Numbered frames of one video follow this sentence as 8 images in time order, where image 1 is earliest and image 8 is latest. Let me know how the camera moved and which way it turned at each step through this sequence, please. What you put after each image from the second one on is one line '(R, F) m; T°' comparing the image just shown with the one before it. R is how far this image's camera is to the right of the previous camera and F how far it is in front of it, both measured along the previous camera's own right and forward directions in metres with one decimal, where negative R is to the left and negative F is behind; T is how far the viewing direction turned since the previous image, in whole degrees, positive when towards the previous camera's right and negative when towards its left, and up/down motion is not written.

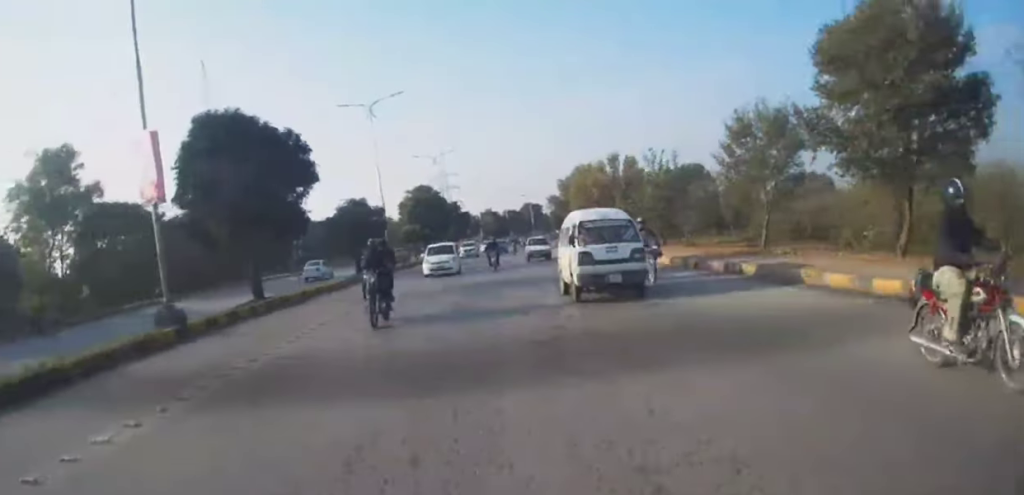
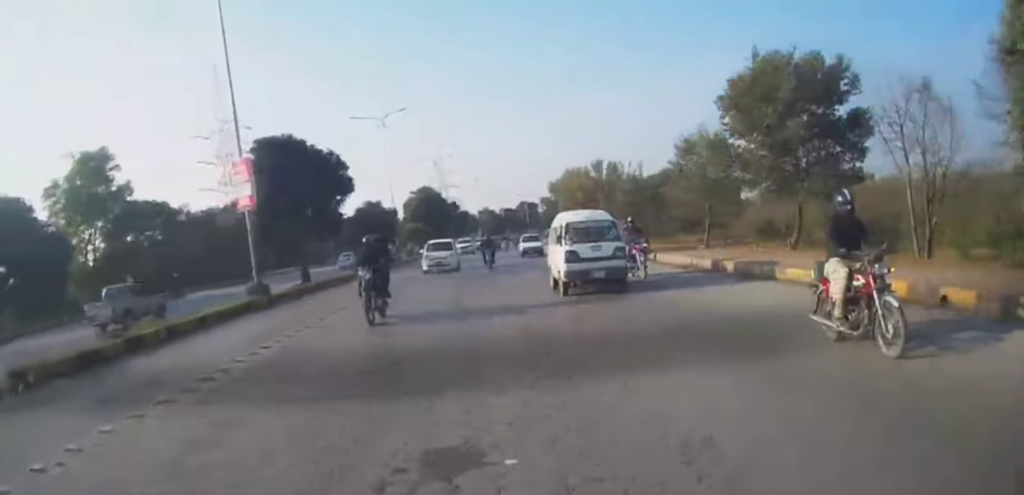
(0.0, +7.1) m; 0°
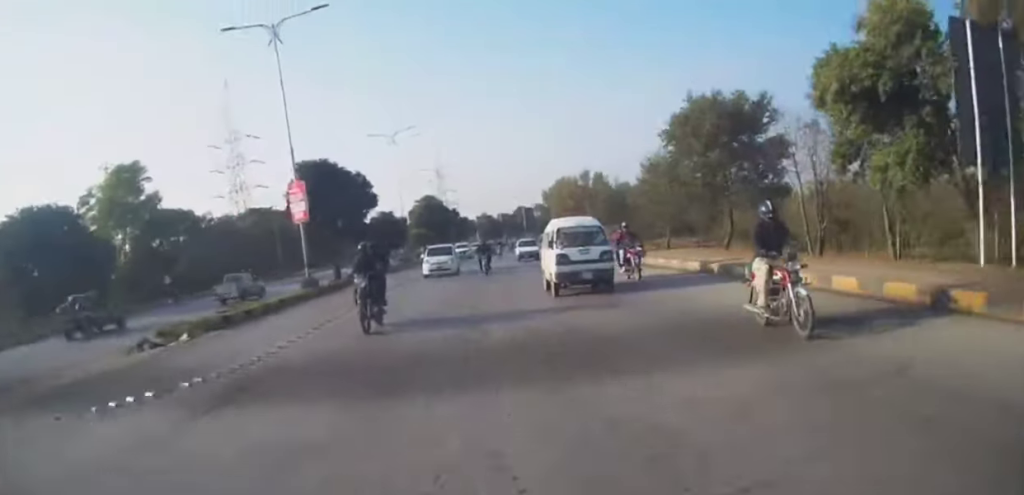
(-0.1, +7.0) m; 0°
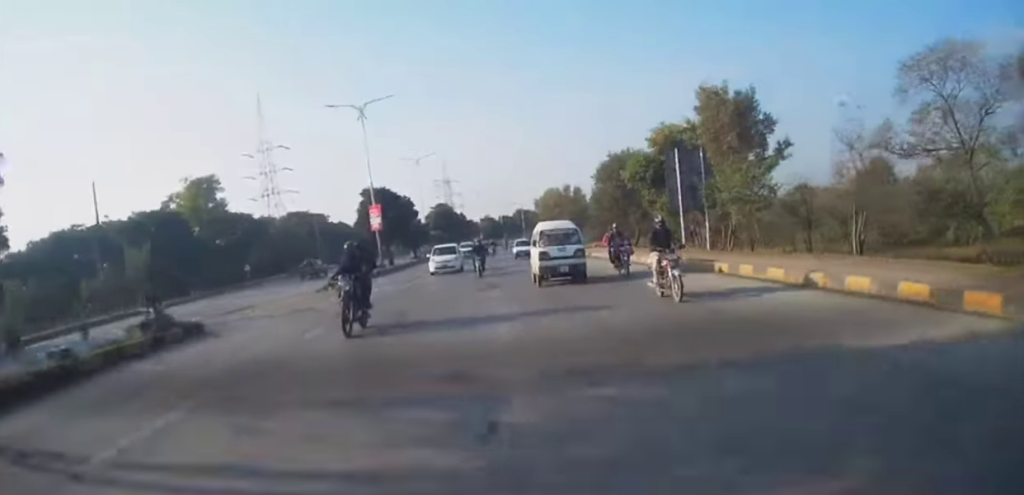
(-0.2, +19.8) m; 0°
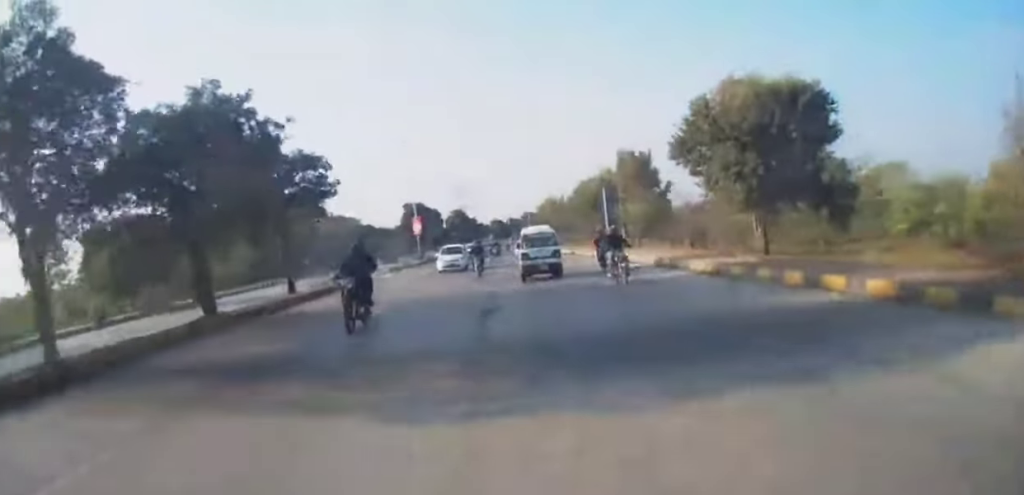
(0.0, +21.2) m; +1°
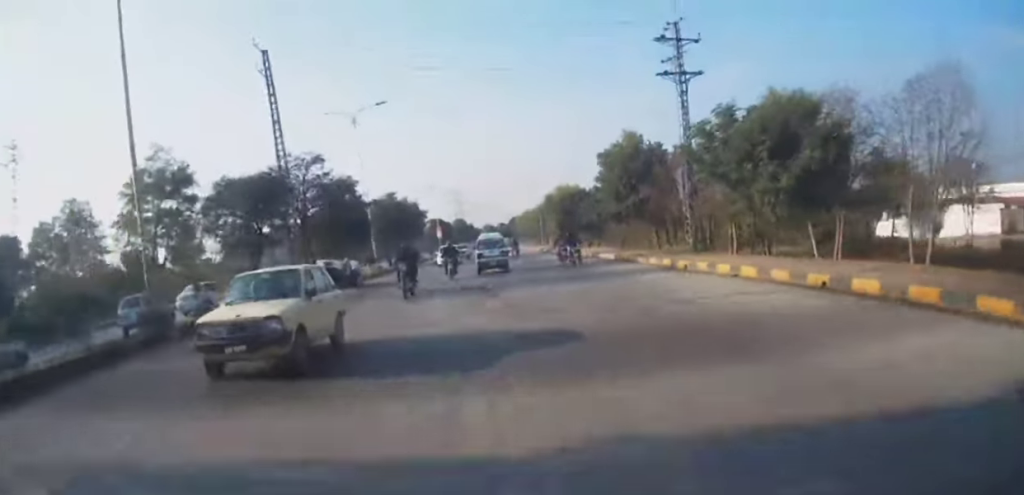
(-0.3, +48.6) m; -2°
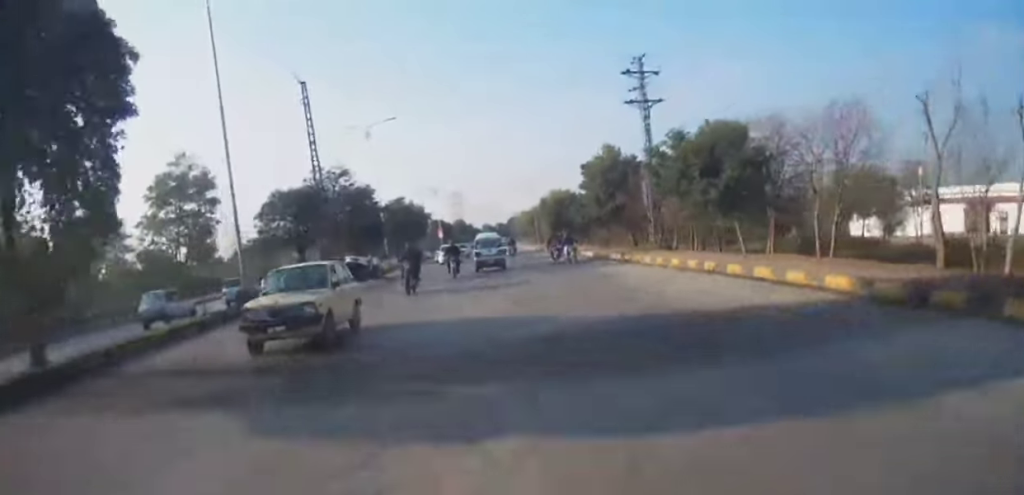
(0.0, +6.6) m; 0°
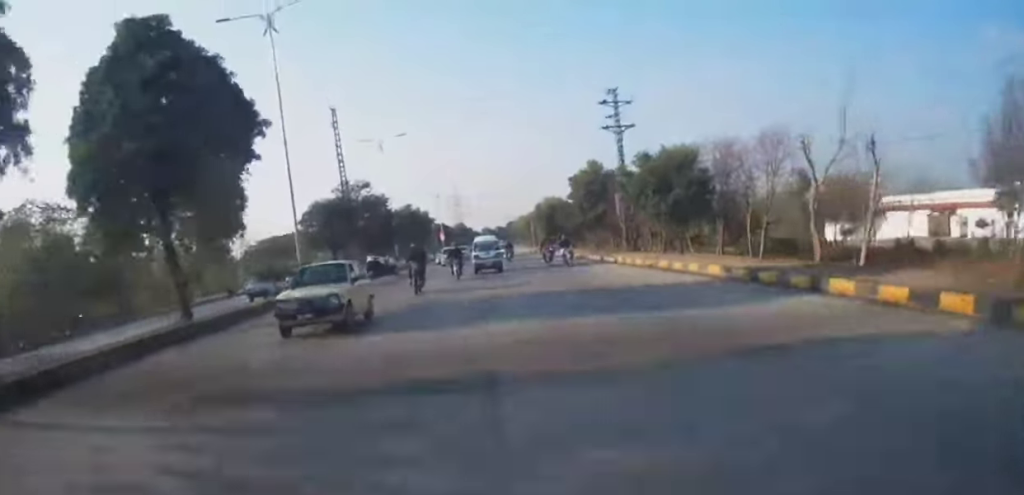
(-0.2, +7.1) m; +1°
